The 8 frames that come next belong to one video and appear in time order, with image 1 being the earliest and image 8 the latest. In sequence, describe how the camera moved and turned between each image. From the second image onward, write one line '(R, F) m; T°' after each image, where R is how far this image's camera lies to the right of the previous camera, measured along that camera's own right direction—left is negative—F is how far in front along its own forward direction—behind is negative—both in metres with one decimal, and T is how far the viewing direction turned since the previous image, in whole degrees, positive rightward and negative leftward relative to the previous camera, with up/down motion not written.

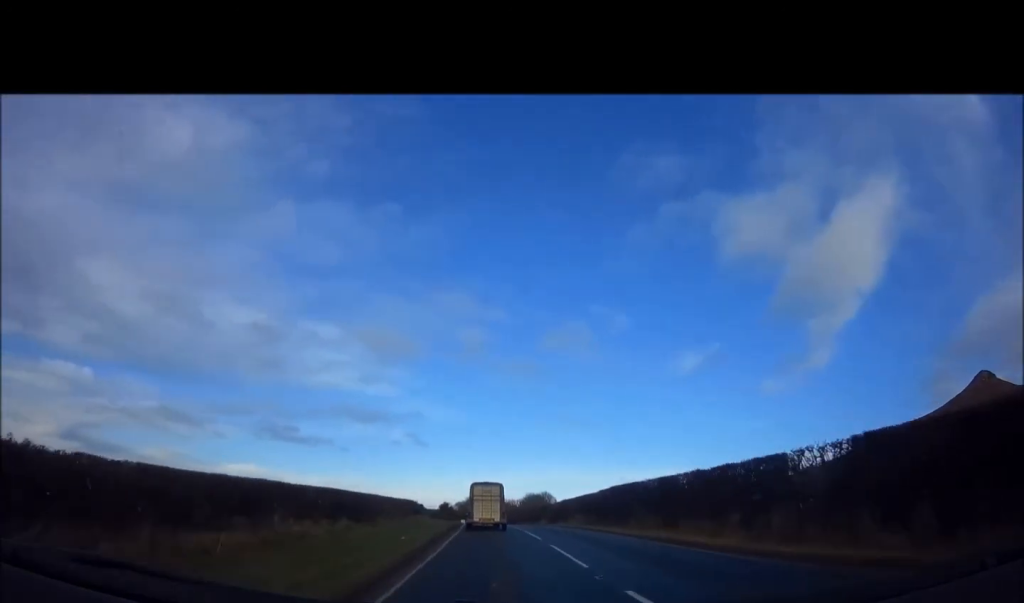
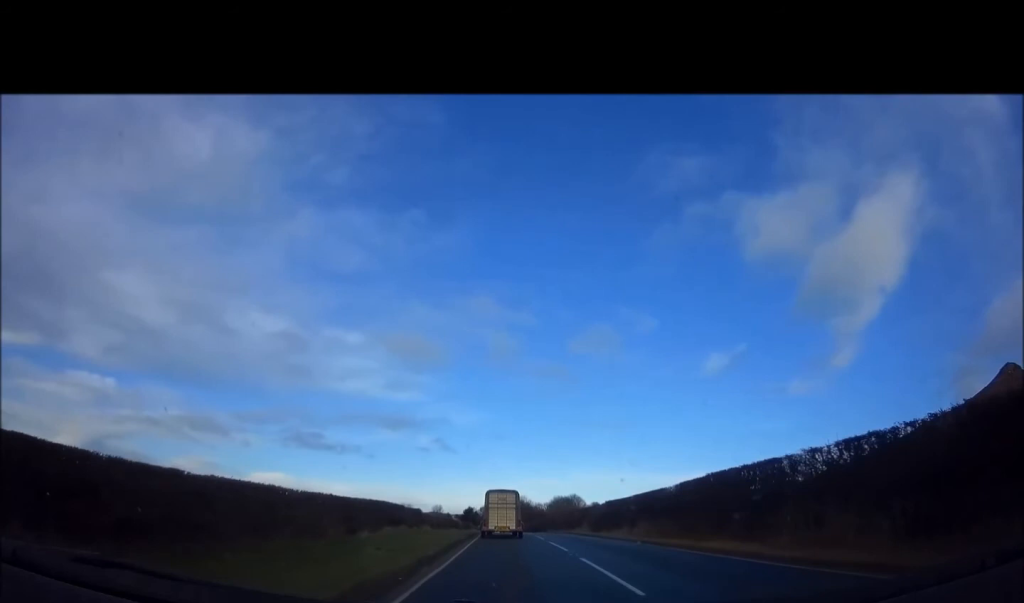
(-0.4, +11.9) m; -3°
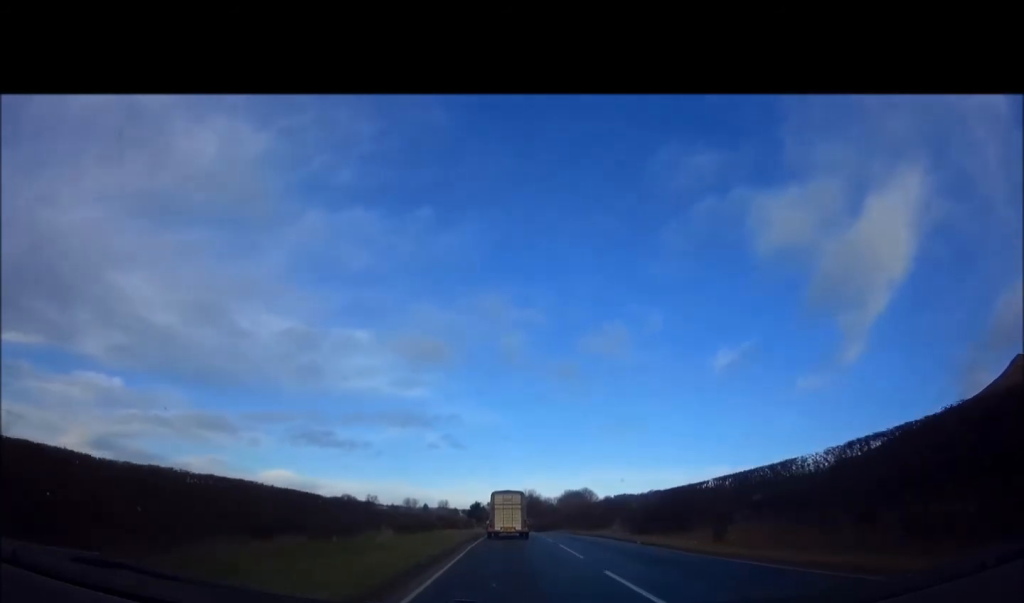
(-0.3, +11.7) m; -2°
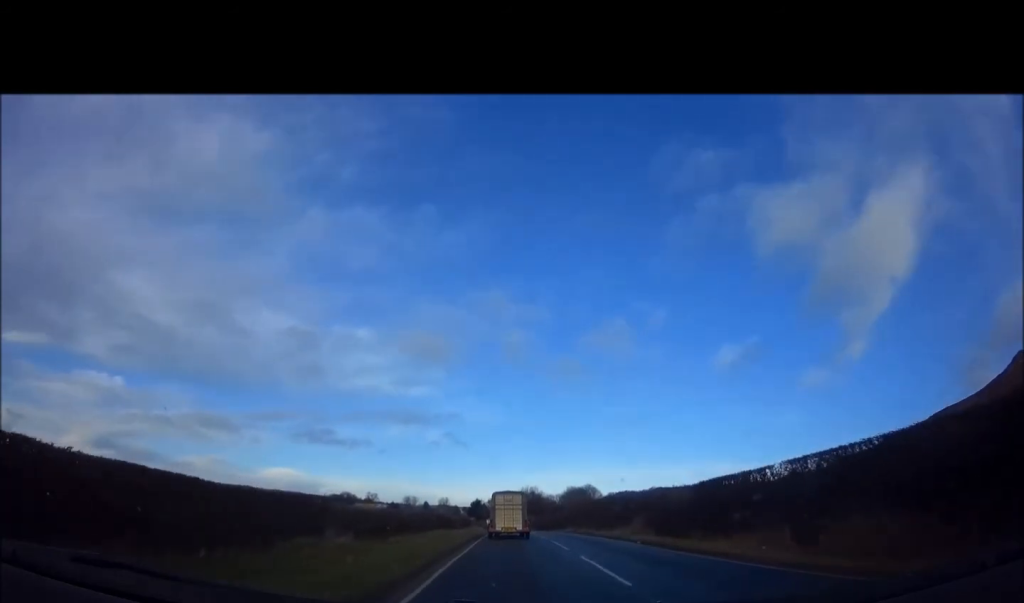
(0.0, +5.5) m; -1°
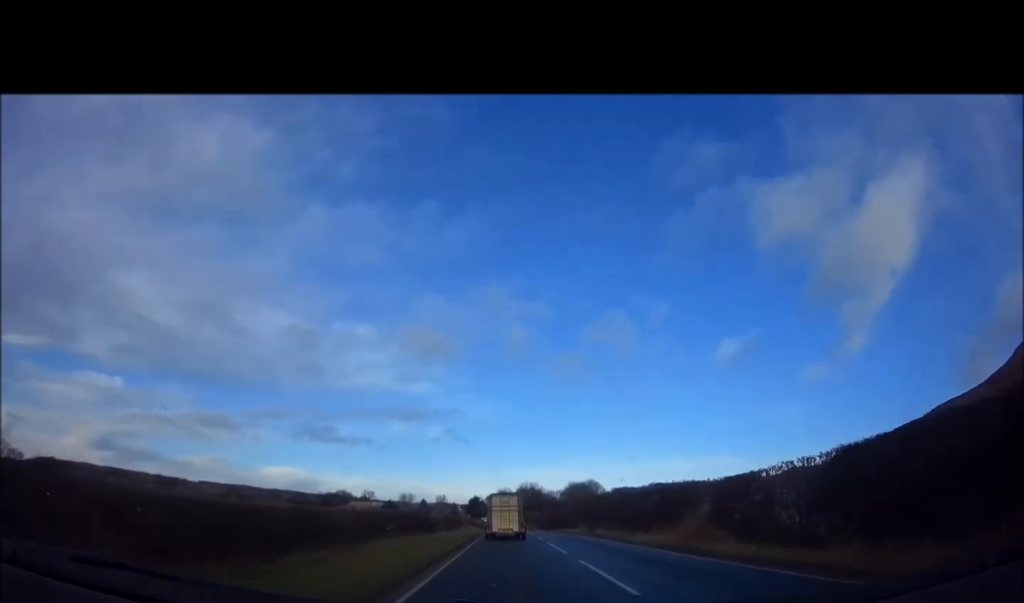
(-0.1, +10.0) m; -1°
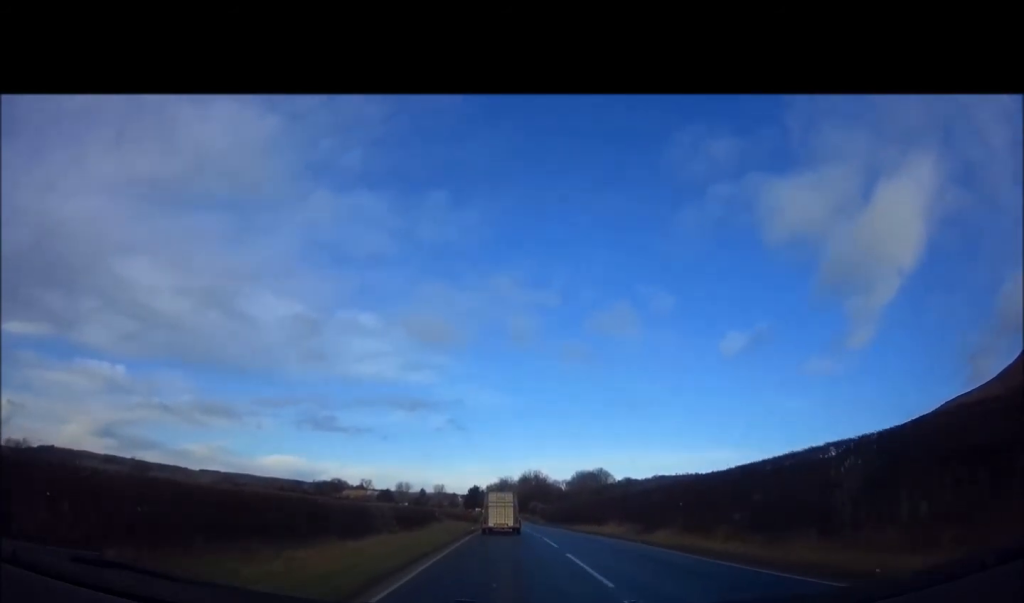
(0.0, +17.5) m; 0°
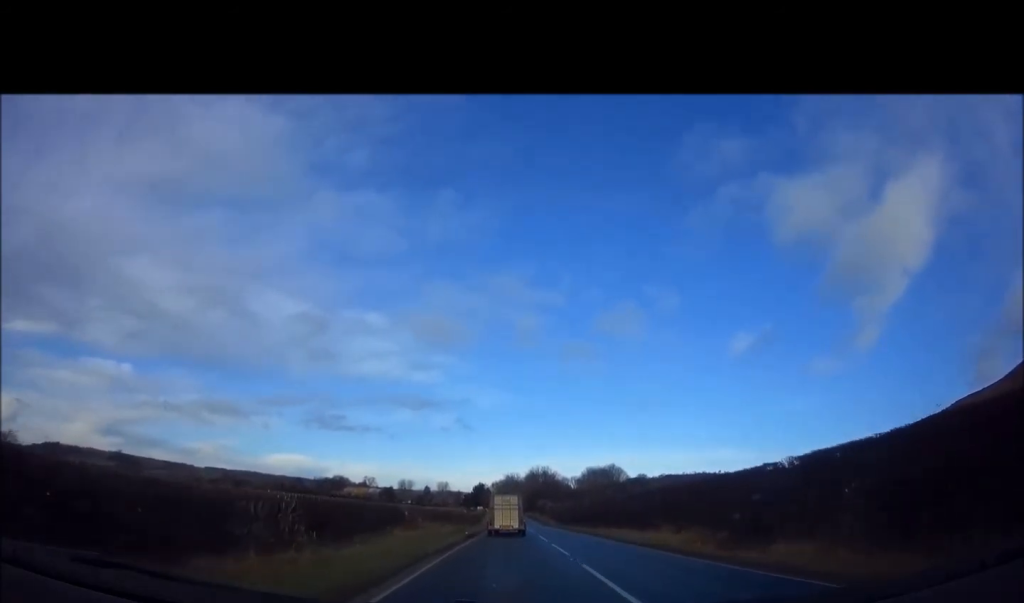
(0.0, +11.2) m; 0°
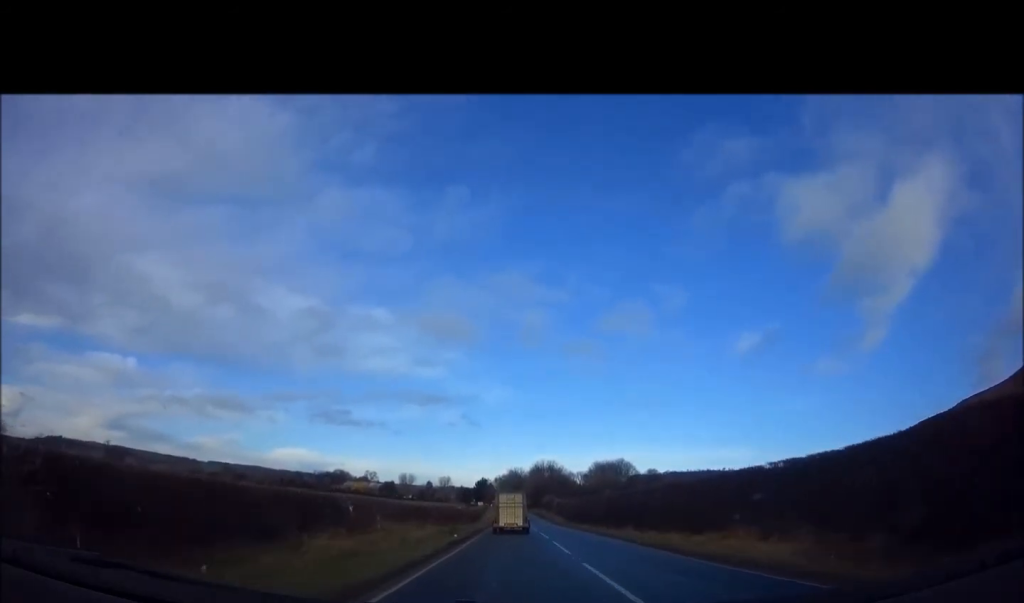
(0.0, +8.2) m; 0°
